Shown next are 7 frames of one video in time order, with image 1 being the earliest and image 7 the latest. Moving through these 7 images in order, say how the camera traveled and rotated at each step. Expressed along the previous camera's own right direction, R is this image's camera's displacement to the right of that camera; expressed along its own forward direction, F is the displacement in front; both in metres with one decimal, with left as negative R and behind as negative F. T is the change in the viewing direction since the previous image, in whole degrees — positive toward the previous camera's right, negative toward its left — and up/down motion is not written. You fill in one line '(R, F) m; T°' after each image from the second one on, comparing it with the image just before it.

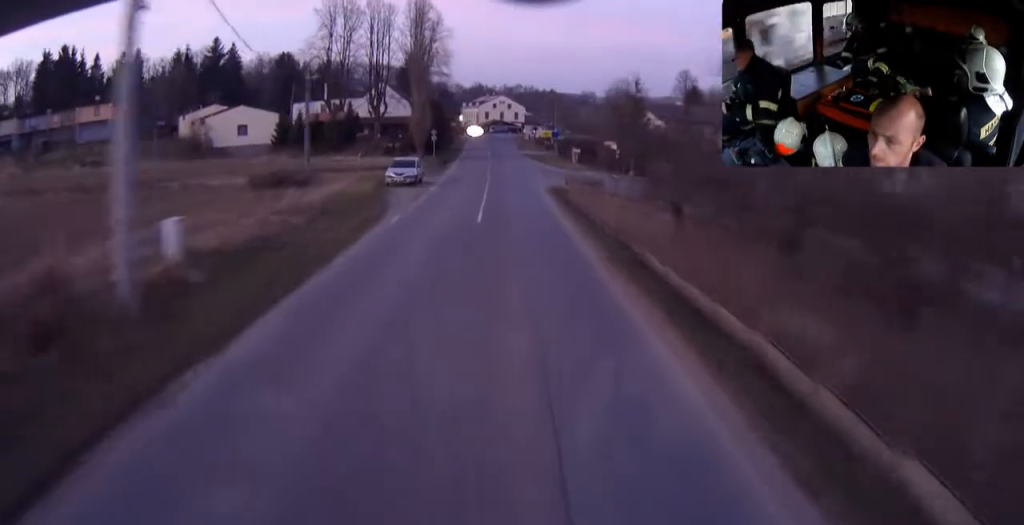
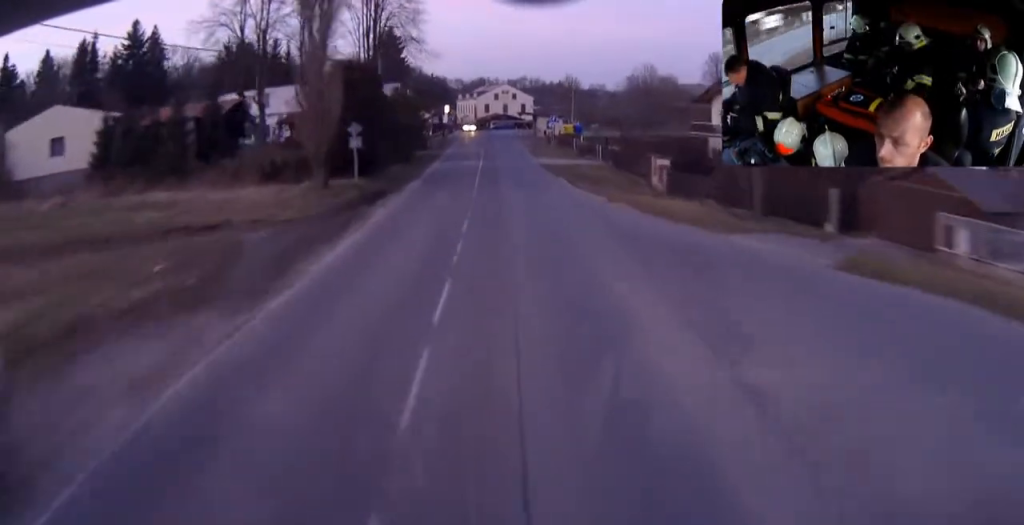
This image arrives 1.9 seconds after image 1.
(0.0, +38.2) m; +1°
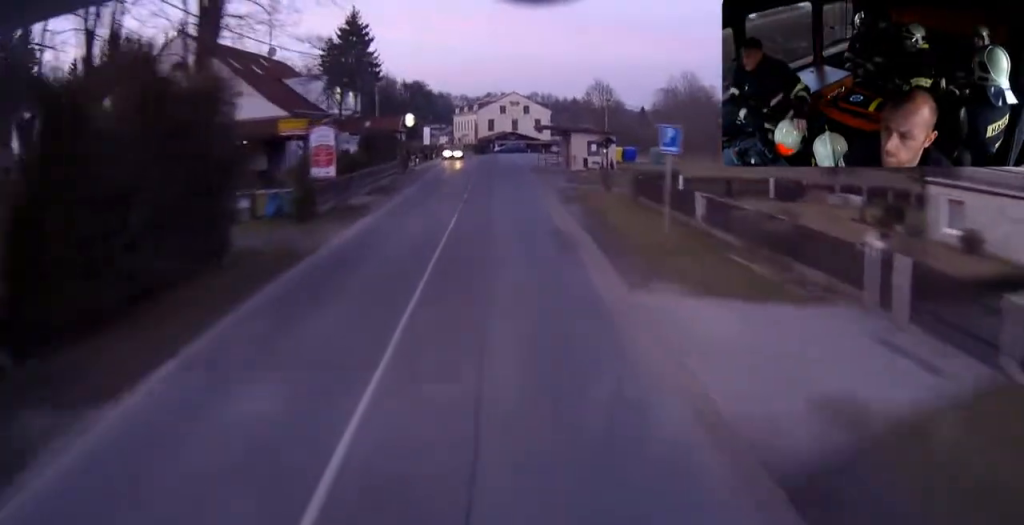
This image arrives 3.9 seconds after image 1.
(-0.4, +39.6) m; -1°
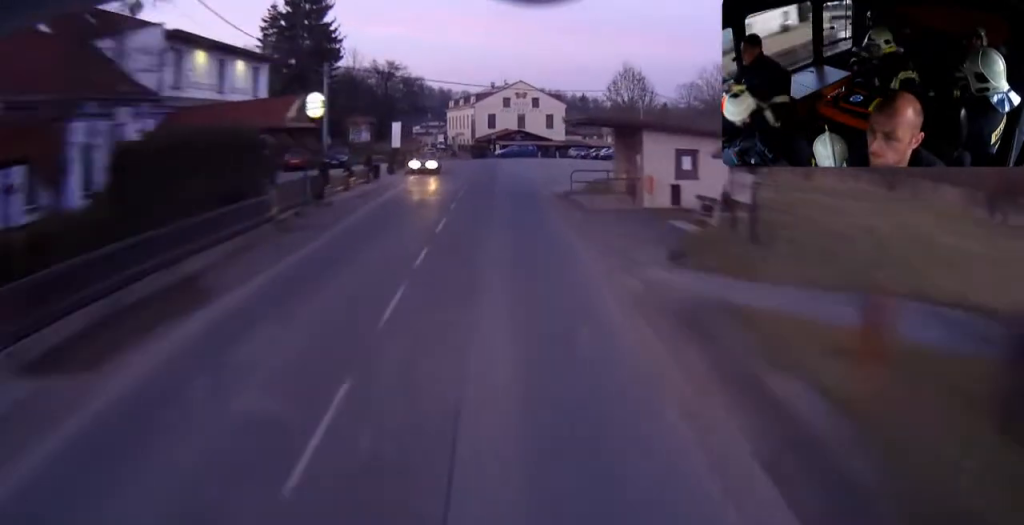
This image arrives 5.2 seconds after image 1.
(0.0, +25.9) m; -1°
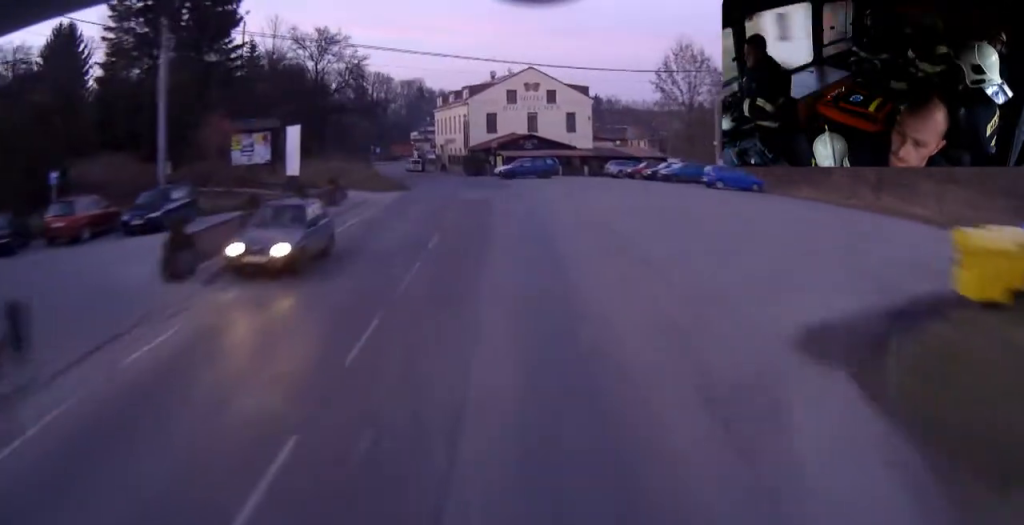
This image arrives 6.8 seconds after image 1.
(-0.7, +29.1) m; -3°
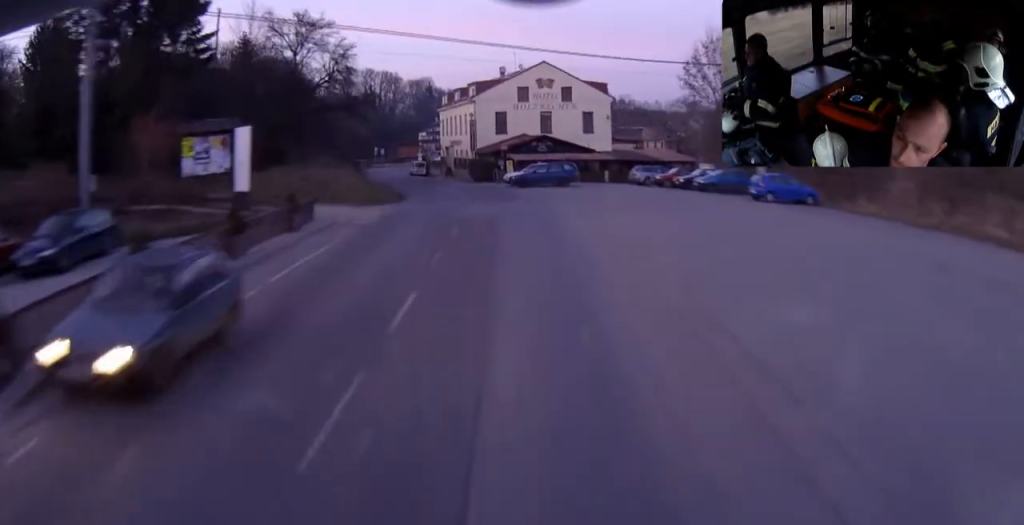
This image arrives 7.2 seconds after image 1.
(-0.1, +7.2) m; 0°
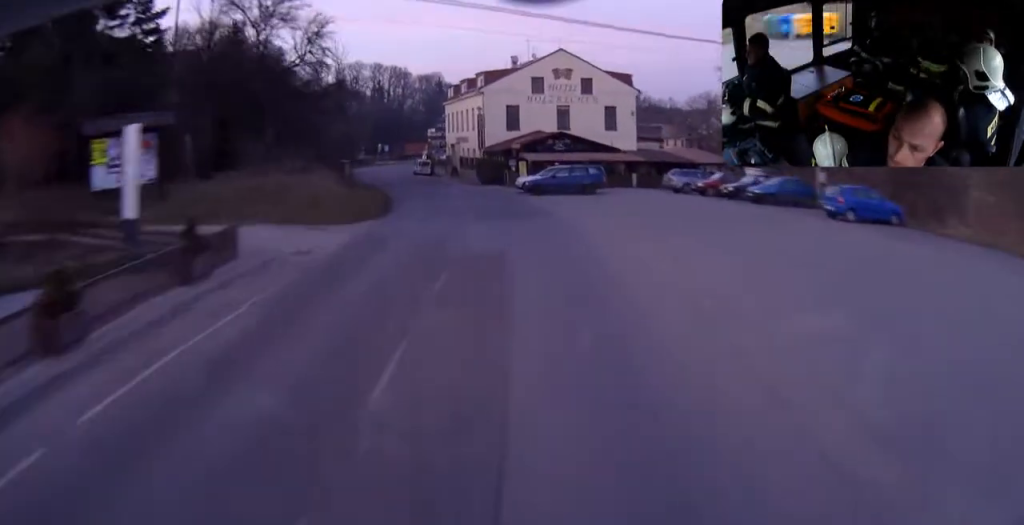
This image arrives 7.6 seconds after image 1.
(0.0, +8.4) m; 0°
